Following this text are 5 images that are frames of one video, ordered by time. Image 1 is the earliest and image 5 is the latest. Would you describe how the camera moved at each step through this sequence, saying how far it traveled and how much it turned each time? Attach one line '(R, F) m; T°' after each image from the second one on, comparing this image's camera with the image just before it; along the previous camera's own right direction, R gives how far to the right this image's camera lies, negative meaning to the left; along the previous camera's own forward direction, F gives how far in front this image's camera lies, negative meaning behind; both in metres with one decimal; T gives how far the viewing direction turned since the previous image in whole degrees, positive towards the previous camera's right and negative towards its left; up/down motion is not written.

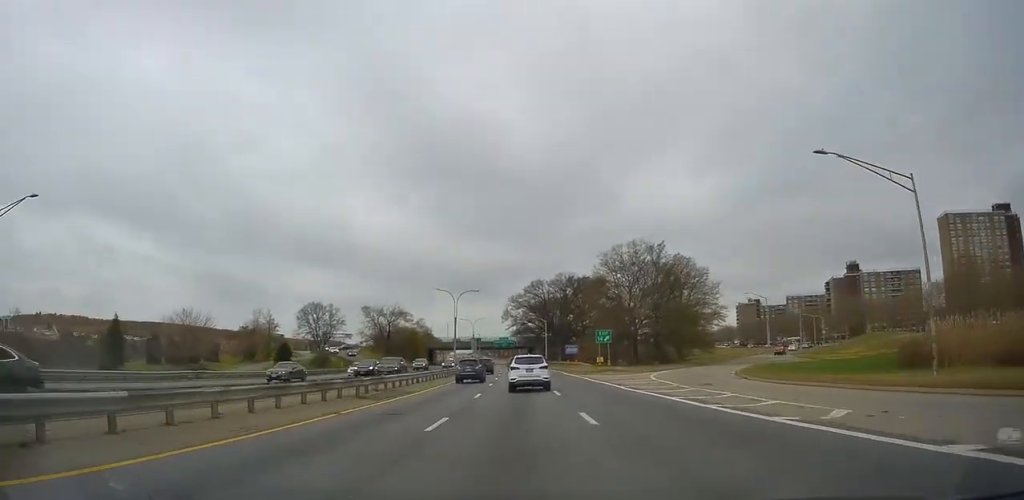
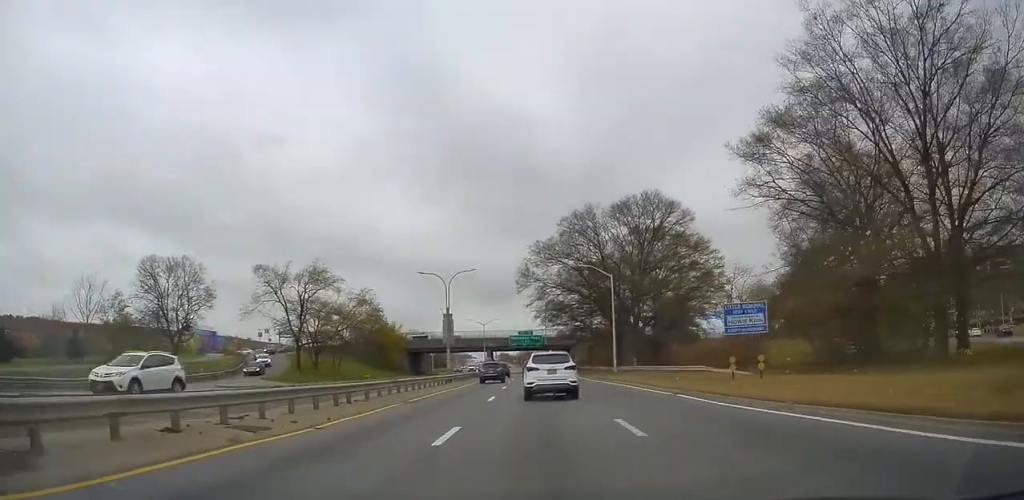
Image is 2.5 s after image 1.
(-1.5, +61.4) m; -2°
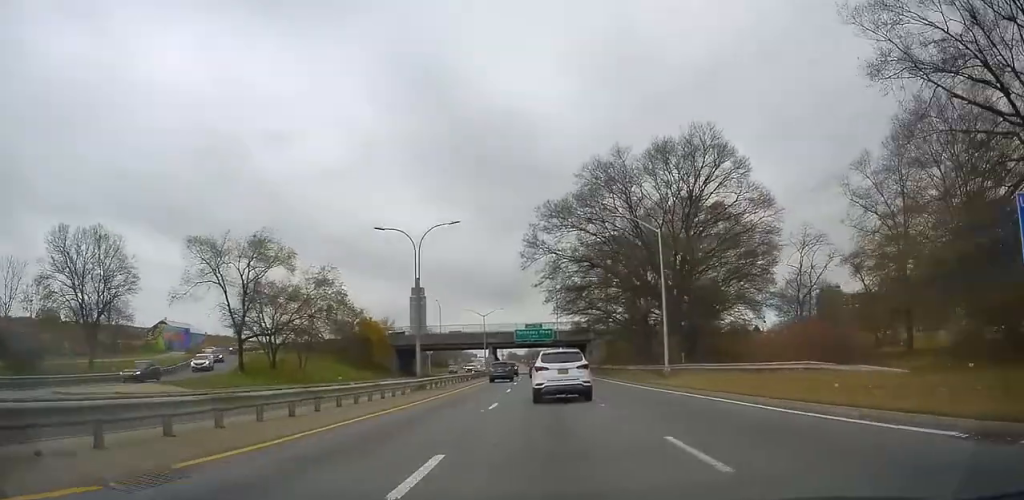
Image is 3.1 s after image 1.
(0.0, +15.8) m; -1°
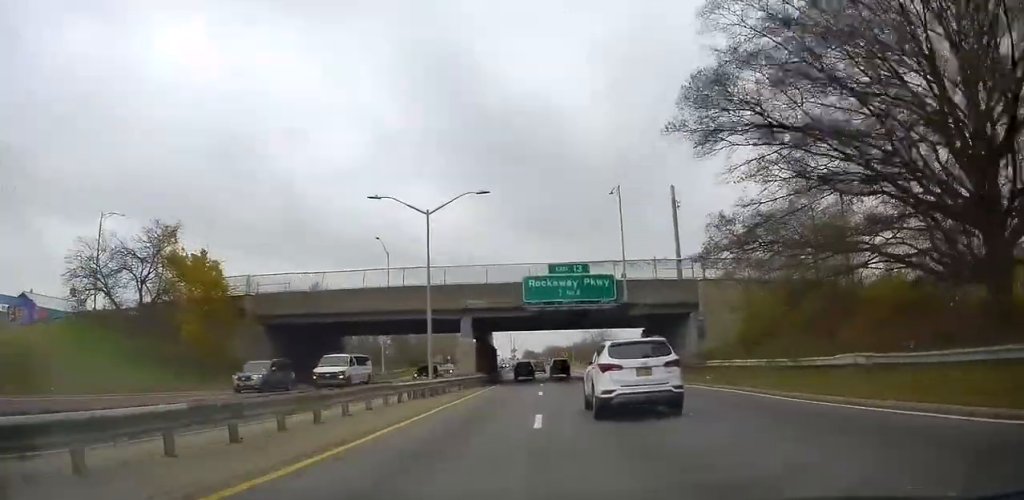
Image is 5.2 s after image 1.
(-1.8, +51.8) m; -3°
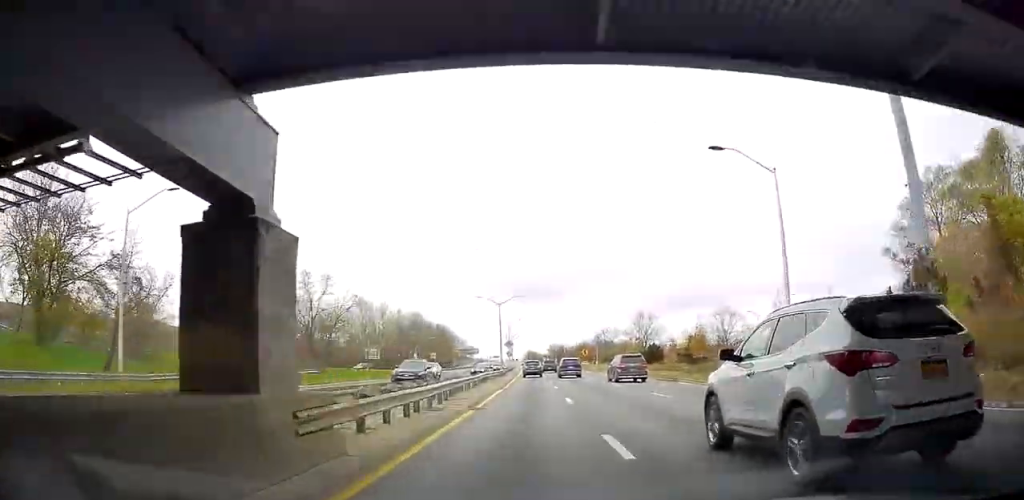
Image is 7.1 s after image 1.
(-0.8, +50.7) m; 0°
